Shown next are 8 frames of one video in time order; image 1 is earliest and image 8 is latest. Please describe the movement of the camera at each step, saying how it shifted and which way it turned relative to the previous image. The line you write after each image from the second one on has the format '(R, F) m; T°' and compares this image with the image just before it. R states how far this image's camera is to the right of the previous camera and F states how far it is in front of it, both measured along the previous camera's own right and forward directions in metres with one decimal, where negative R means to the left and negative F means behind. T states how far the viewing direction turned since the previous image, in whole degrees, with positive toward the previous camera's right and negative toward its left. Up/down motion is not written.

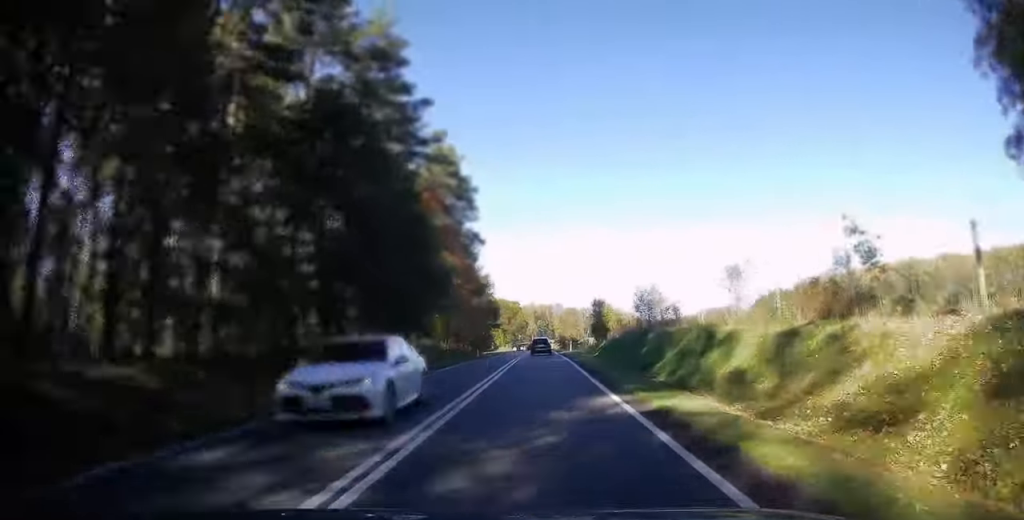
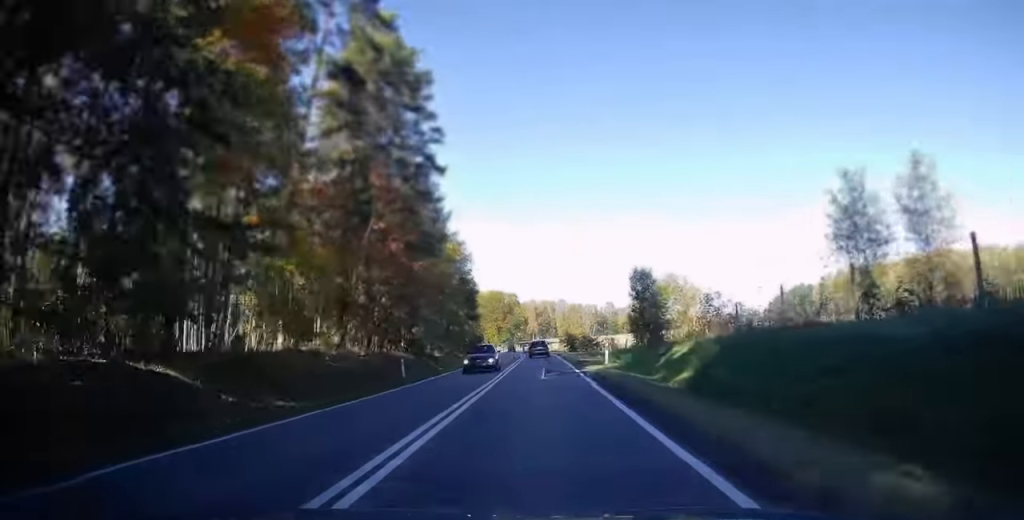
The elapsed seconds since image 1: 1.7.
(0.0, +35.2) m; 0°
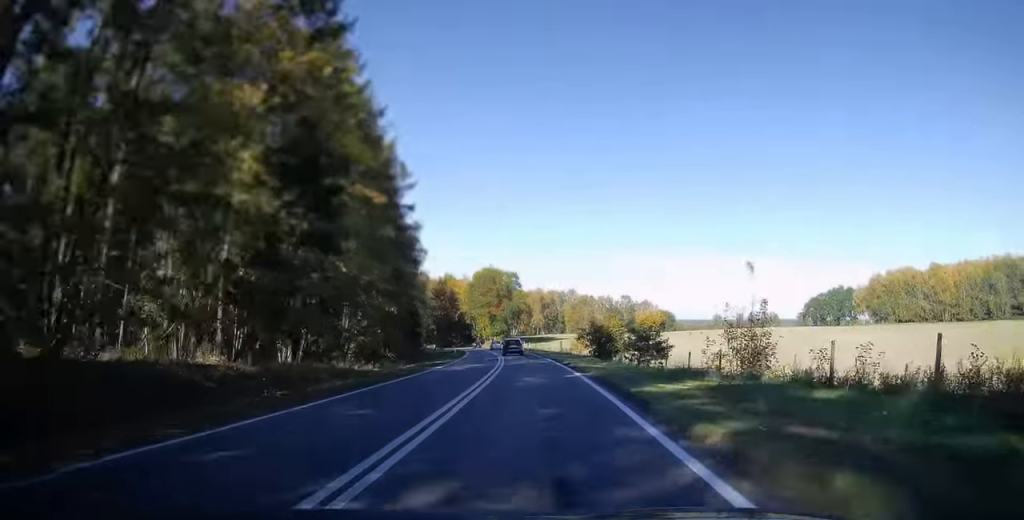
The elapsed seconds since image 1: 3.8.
(0.0, +45.9) m; -1°
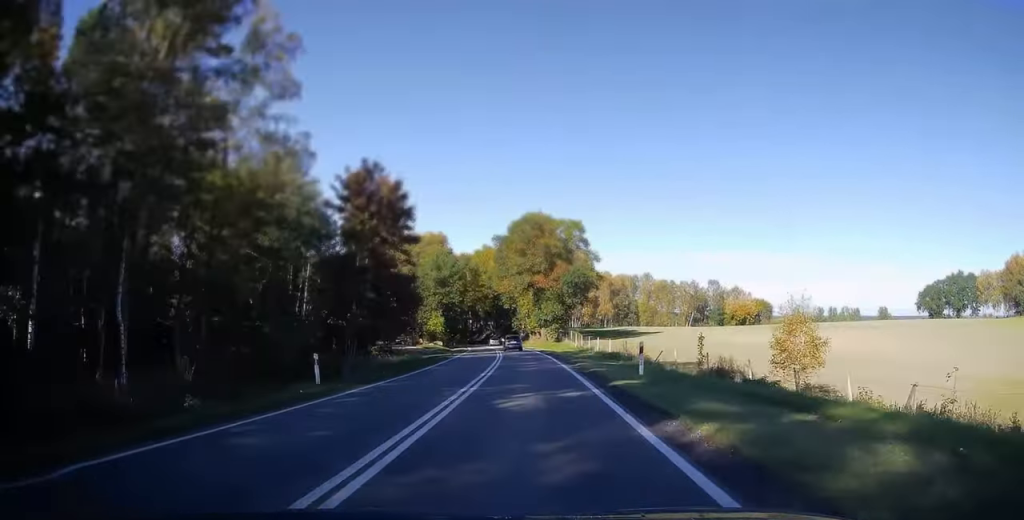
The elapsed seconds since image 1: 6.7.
(-3.0, +64.5) m; -5°
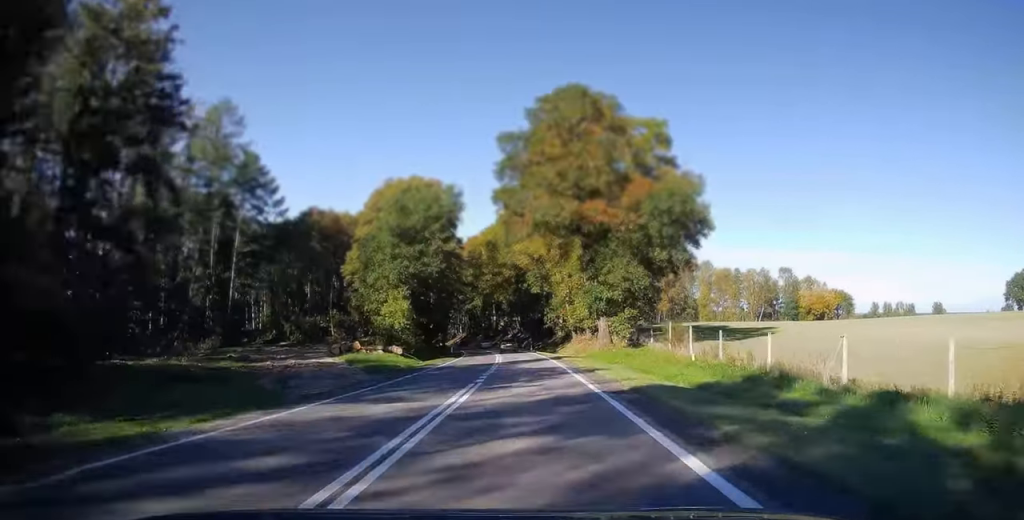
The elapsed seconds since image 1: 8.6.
(-1.5, +44.3) m; -4°
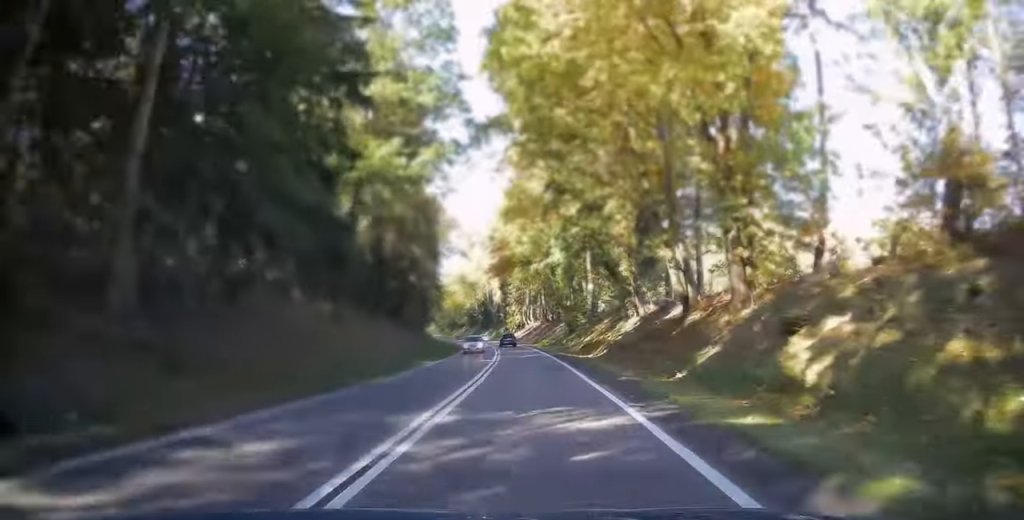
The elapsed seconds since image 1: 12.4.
(-6.0, +89.3) m; -8°
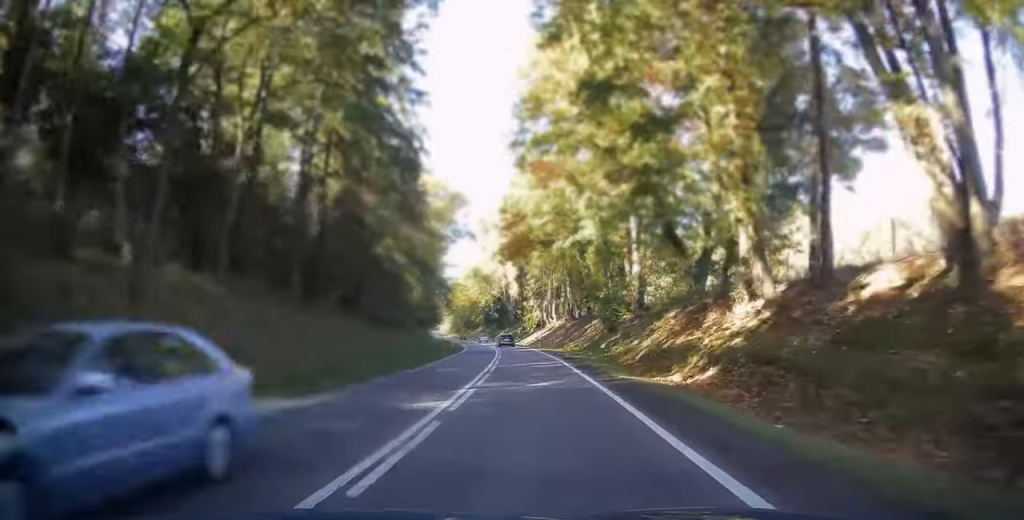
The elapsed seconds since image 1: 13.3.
(-0.4, +22.1) m; -2°
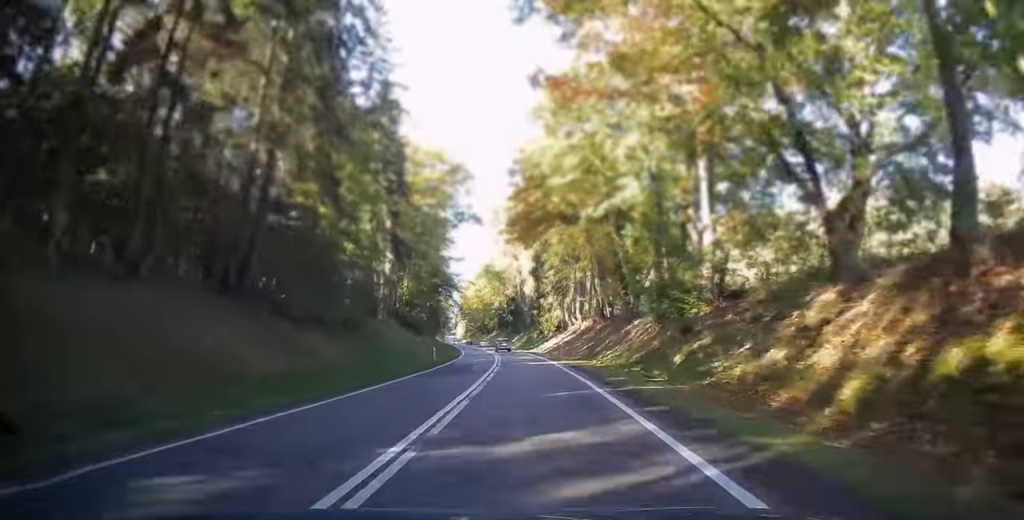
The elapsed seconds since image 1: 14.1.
(-0.1, +19.8) m; -2°
